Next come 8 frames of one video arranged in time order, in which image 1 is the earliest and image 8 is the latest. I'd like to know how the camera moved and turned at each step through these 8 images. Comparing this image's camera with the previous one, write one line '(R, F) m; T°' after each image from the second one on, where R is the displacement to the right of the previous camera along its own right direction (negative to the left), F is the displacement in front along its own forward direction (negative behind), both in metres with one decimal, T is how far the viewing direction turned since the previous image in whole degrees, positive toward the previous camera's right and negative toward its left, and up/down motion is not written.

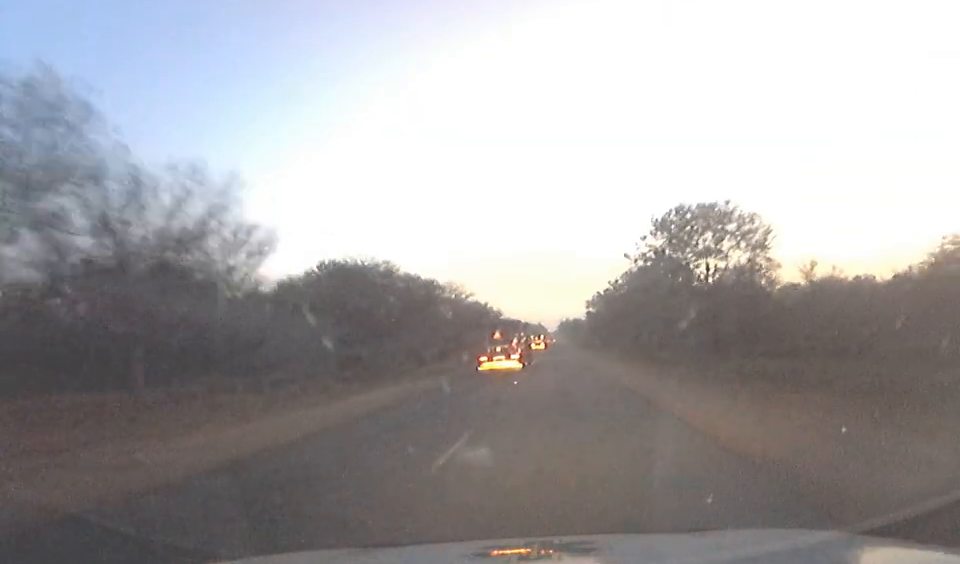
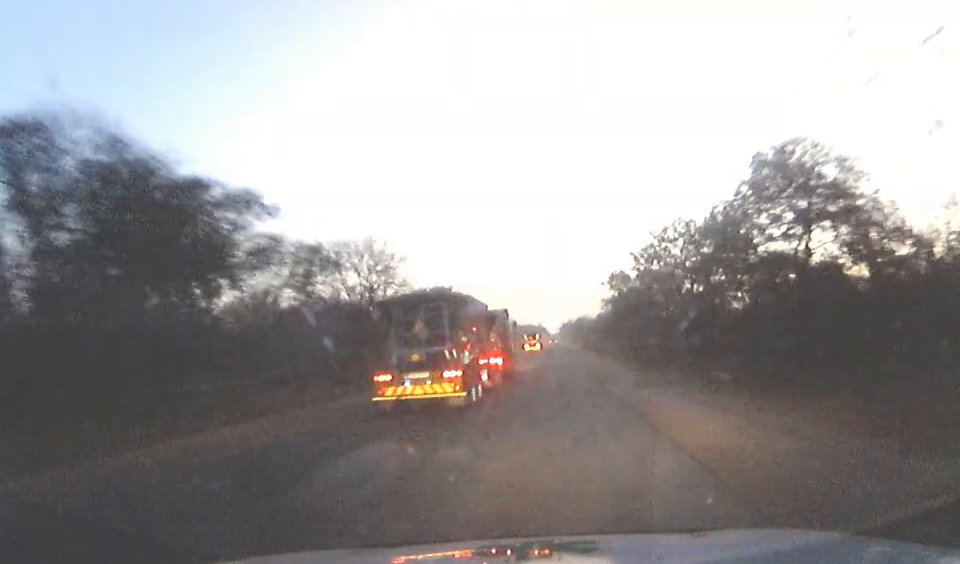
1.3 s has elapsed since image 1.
(-0.1, +45.9) m; 0°
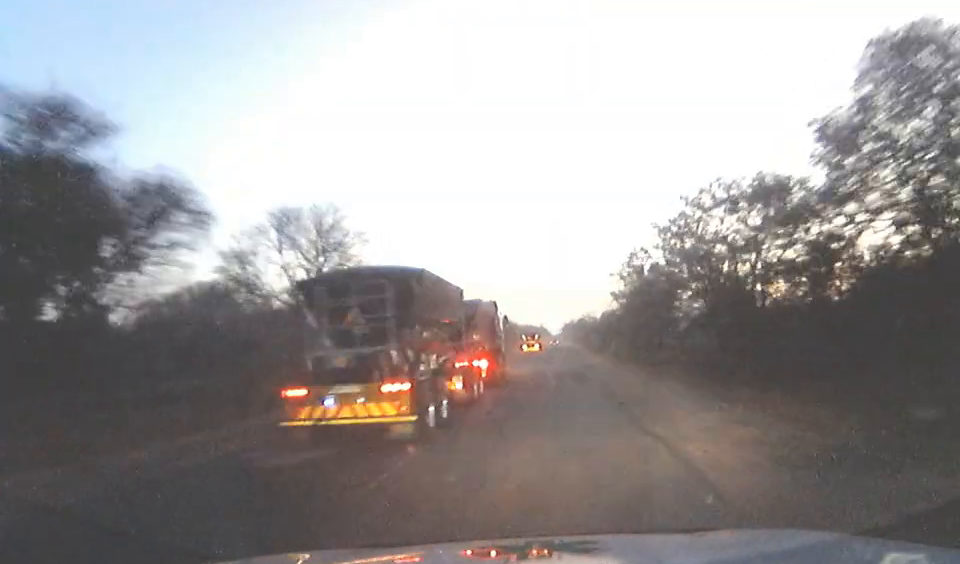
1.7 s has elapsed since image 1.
(0.0, +13.7) m; 0°
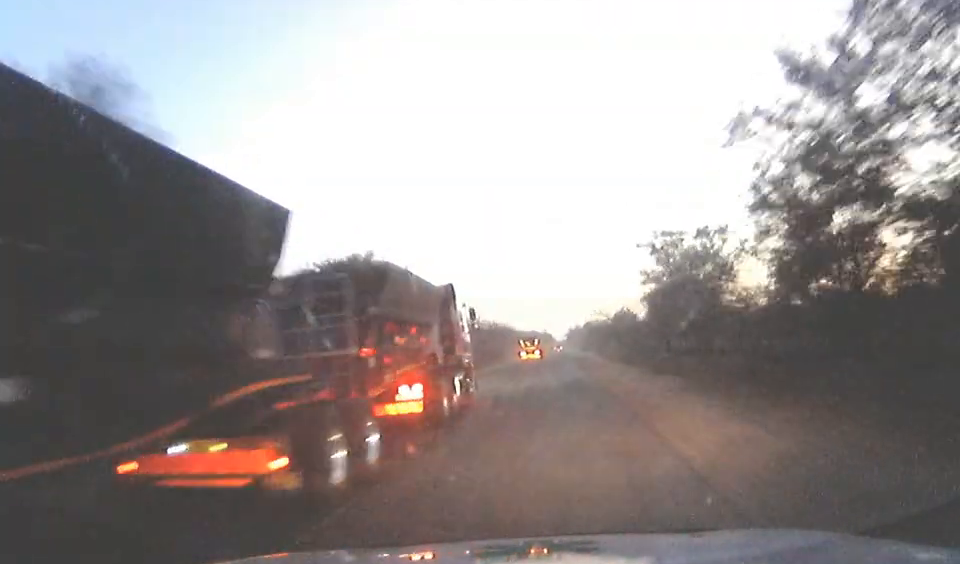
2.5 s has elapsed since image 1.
(0.0, +27.0) m; 0°
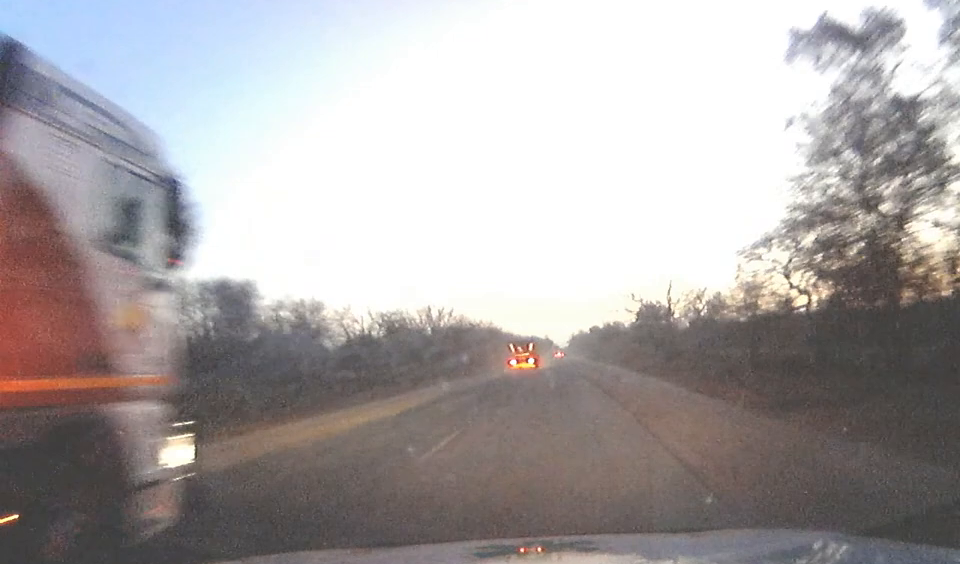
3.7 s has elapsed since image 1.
(-0.4, +39.0) m; -1°
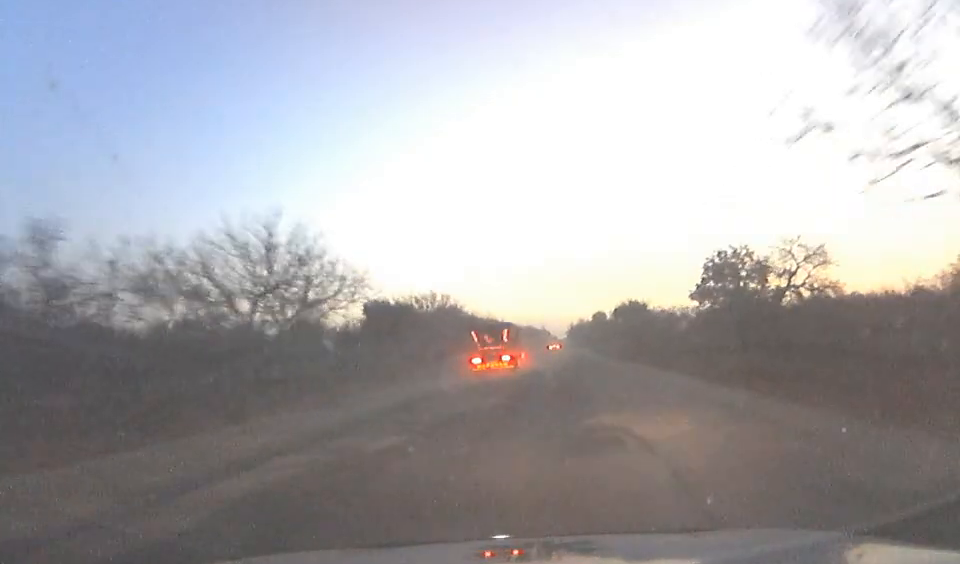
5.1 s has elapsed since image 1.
(0.0, +45.1) m; 0°
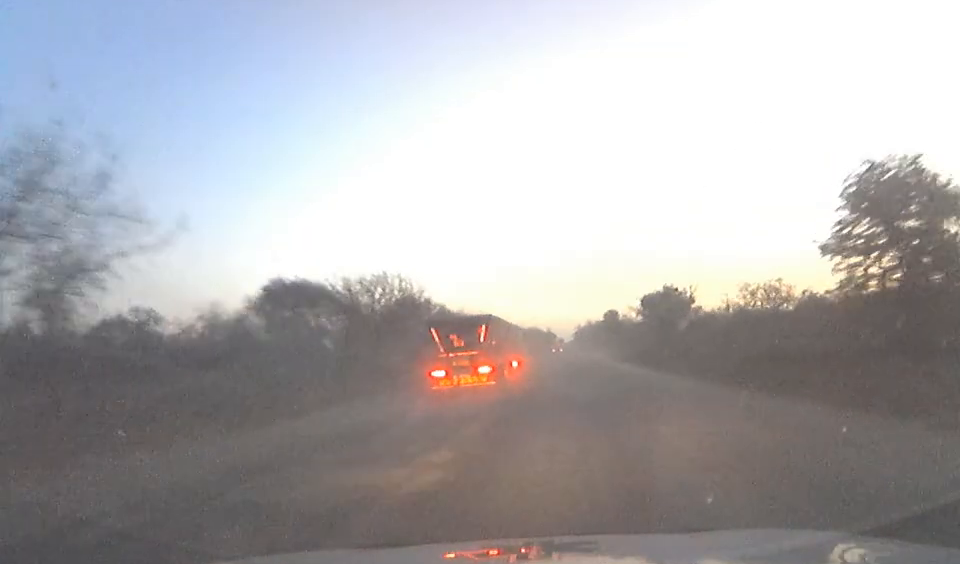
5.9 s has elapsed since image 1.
(0.0, +26.9) m; 0°
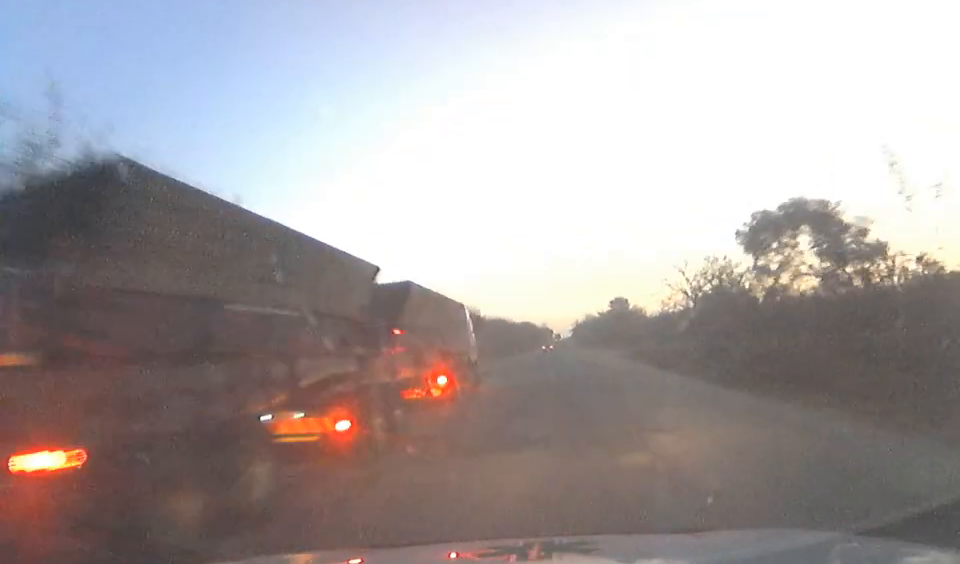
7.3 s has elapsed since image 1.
(0.0, +38.4) m; 0°
